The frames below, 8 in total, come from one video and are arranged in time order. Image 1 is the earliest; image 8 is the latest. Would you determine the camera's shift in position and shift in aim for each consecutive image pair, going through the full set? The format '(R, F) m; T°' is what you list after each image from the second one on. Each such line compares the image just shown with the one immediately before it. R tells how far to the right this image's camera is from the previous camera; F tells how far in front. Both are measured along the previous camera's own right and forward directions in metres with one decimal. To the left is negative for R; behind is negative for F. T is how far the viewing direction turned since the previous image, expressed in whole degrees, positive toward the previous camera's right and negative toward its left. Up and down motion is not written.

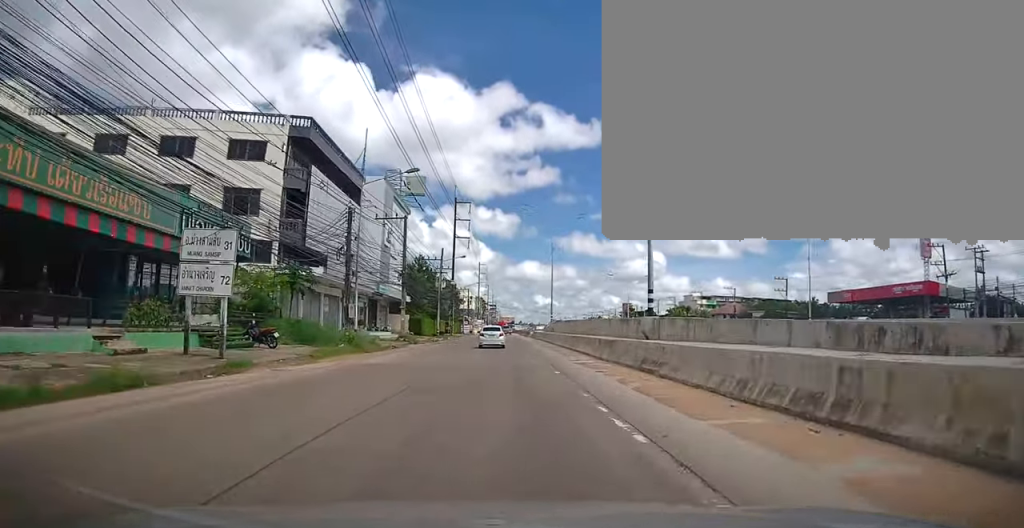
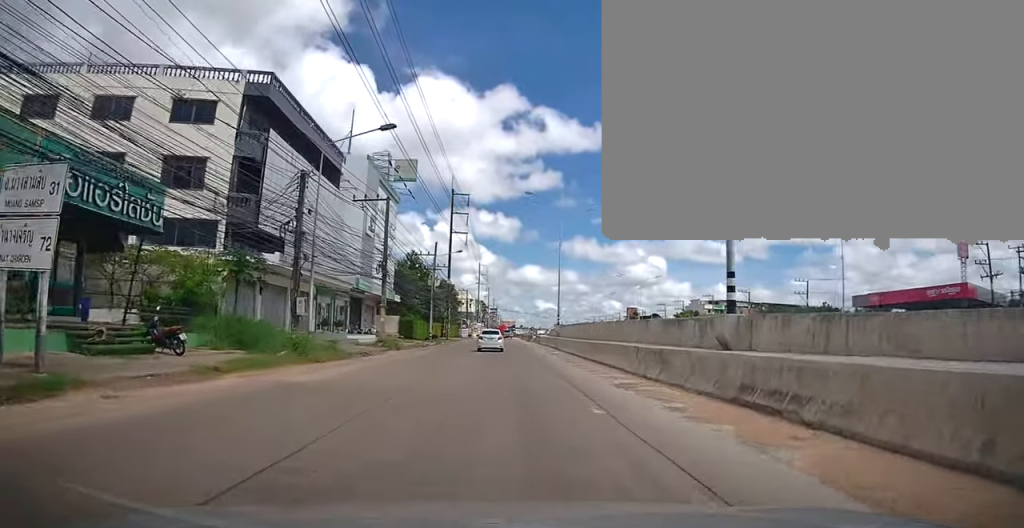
(0.0, +7.0) m; 0°
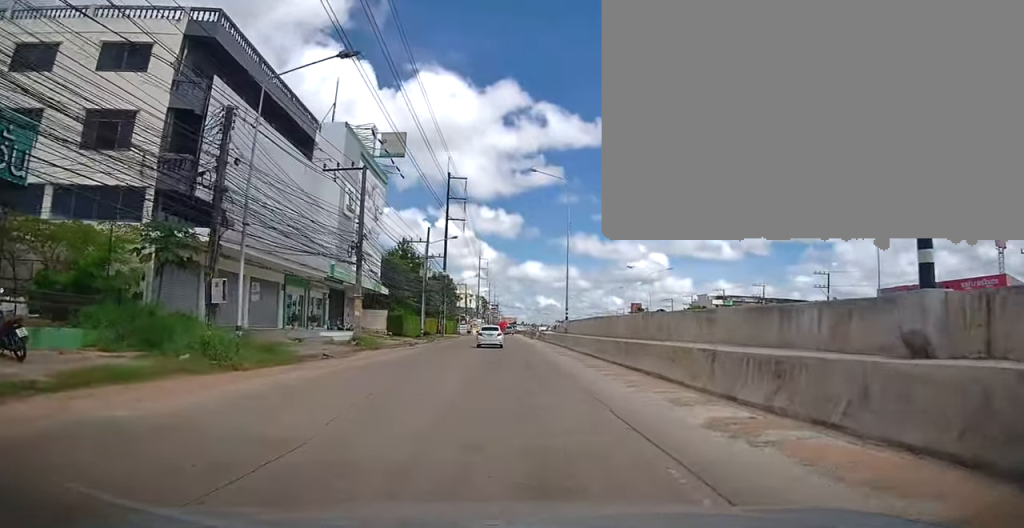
(0.0, +6.3) m; 0°
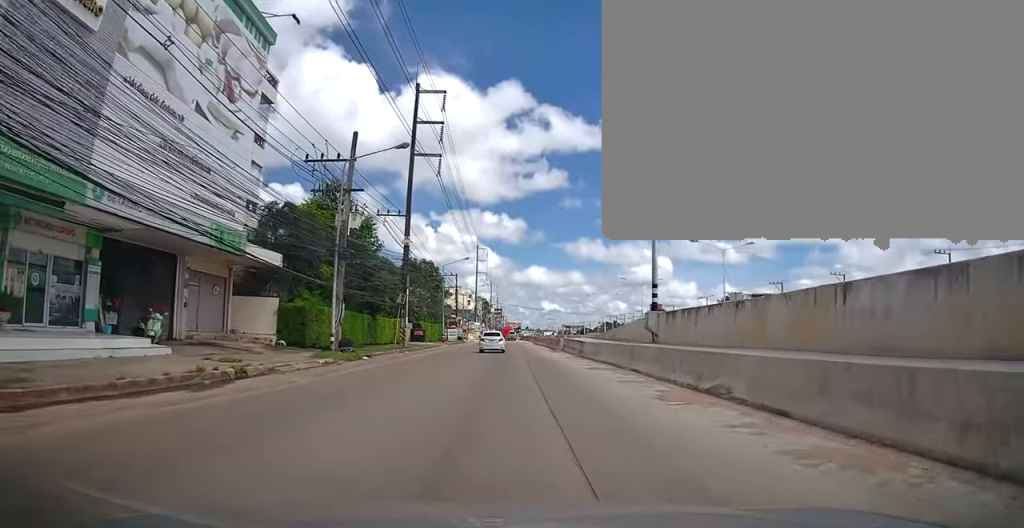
(0.0, +27.3) m; 0°
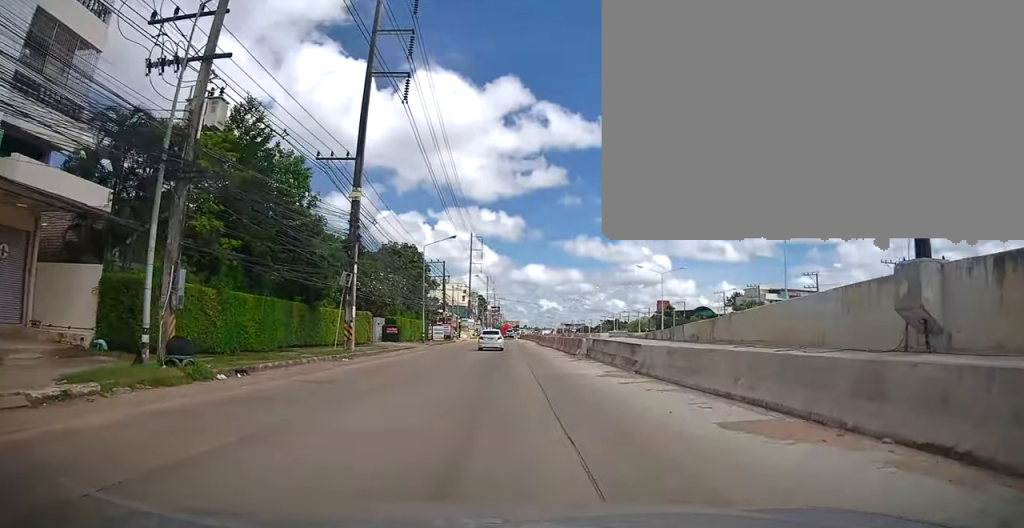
(-0.1, +13.3) m; 0°
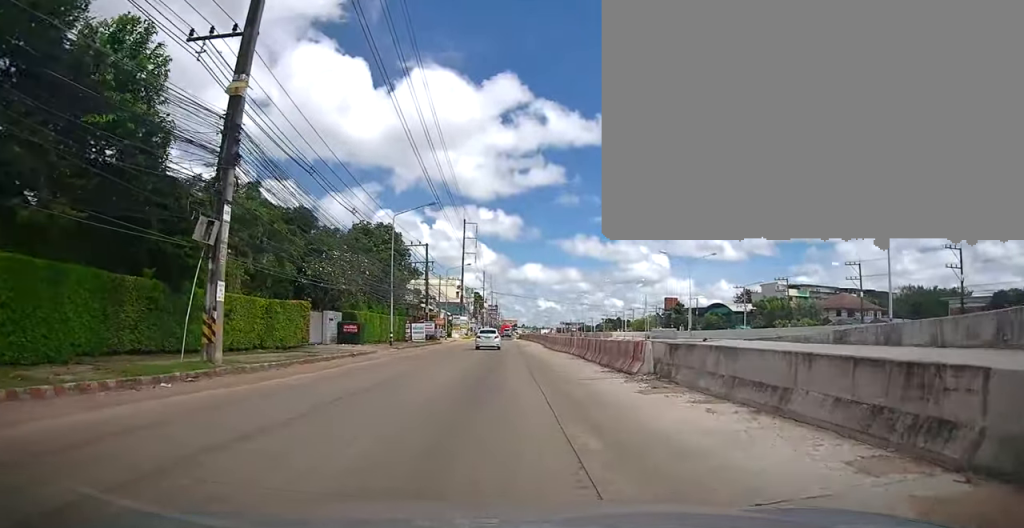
(+0.1, +12.7) m; 0°
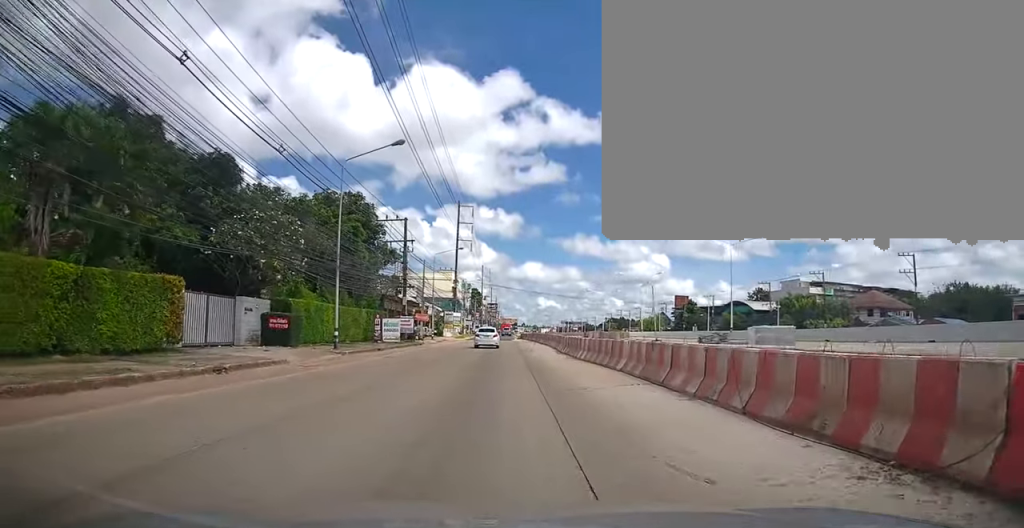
(-0.1, +11.9) m; -1°
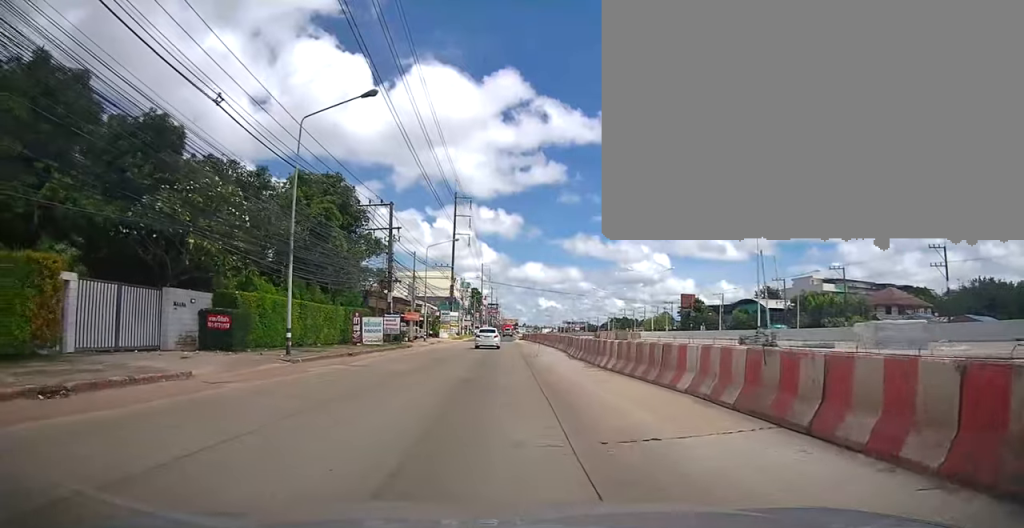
(0.0, +5.6) m; 0°
